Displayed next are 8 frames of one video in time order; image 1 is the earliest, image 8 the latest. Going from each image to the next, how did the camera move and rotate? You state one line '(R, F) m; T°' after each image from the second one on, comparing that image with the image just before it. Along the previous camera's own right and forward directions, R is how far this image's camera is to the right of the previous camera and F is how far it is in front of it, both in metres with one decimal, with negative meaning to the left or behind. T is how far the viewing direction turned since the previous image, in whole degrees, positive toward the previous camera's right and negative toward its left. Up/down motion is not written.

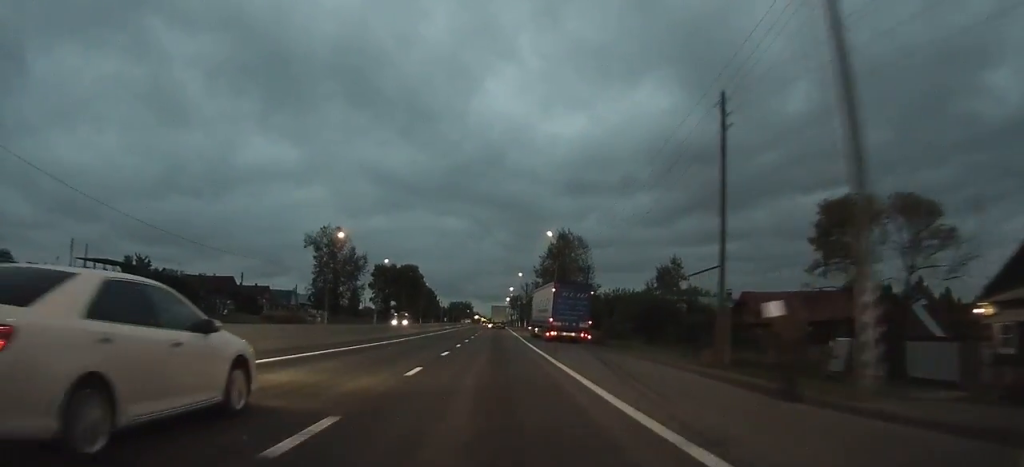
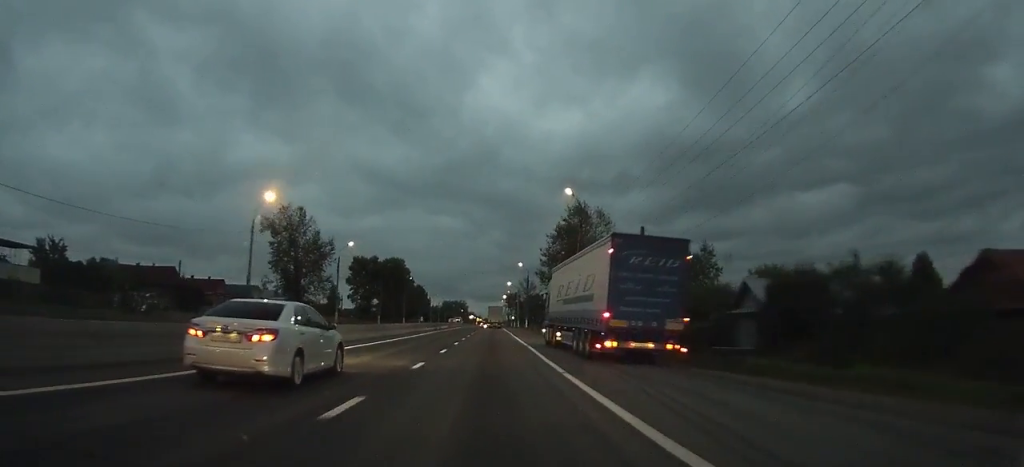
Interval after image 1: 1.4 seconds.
(0.0, +21.8) m; 0°
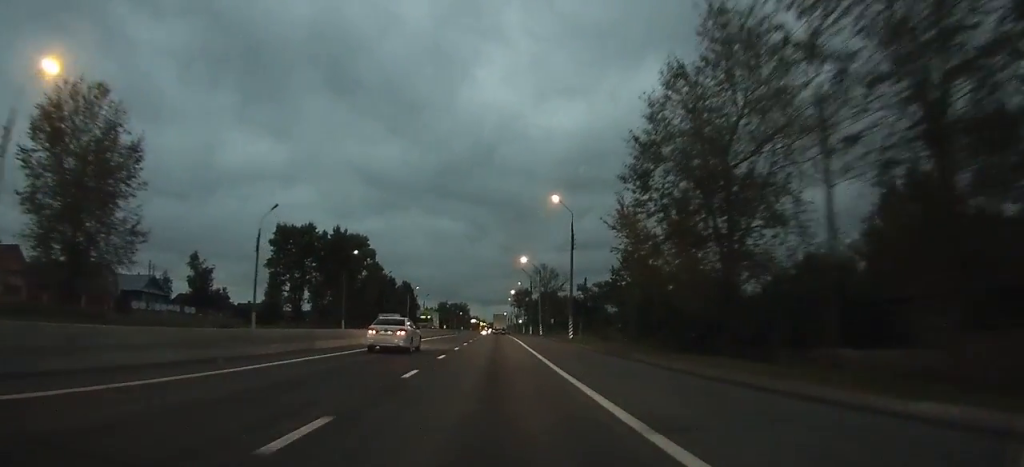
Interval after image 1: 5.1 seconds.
(+0.1, +57.4) m; 0°
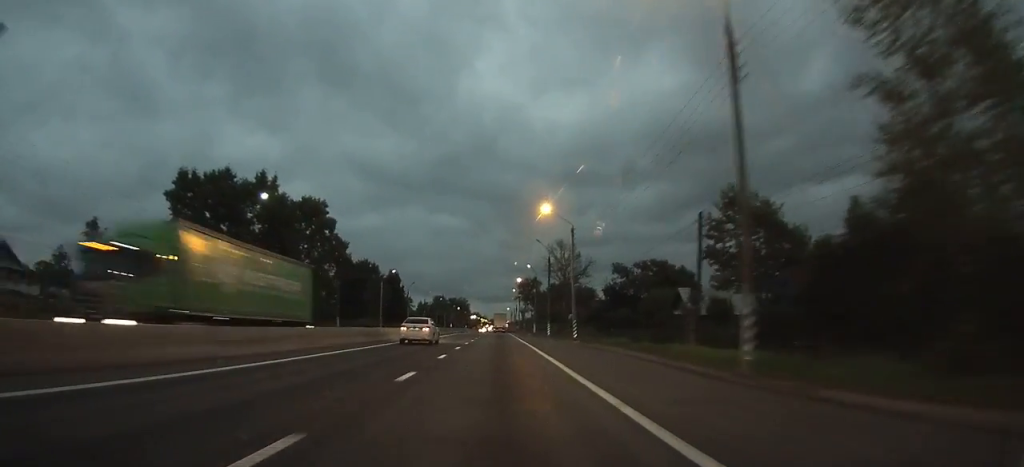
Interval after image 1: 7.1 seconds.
(-0.1, +33.1) m; 0°
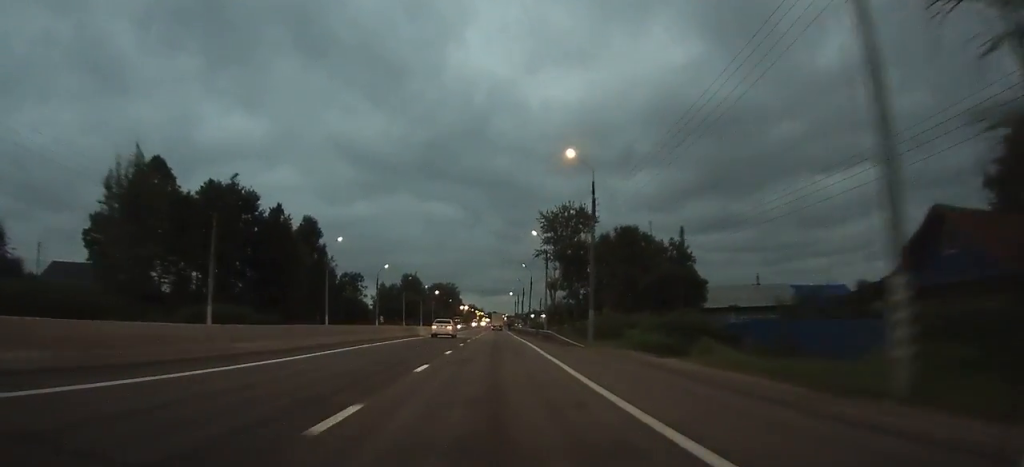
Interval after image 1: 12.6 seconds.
(+0.1, +91.8) m; 0°
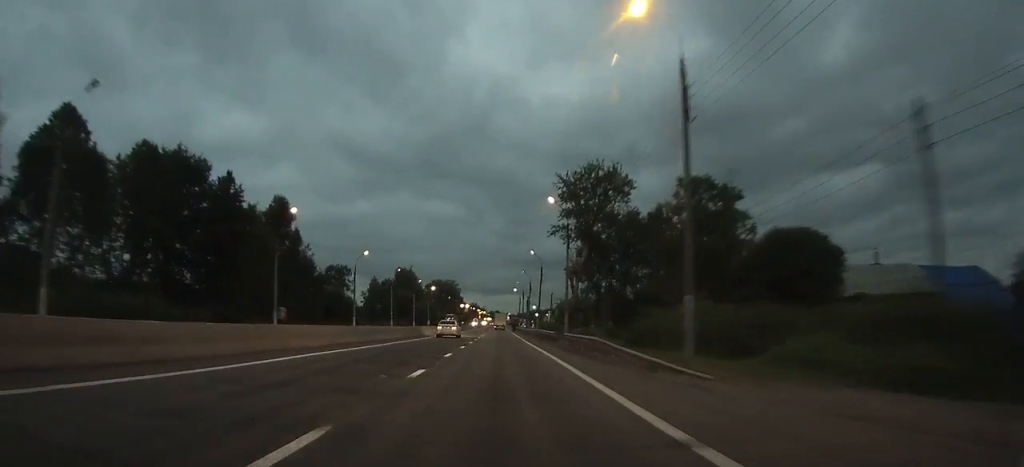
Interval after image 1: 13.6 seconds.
(0.0, +17.6) m; 0°
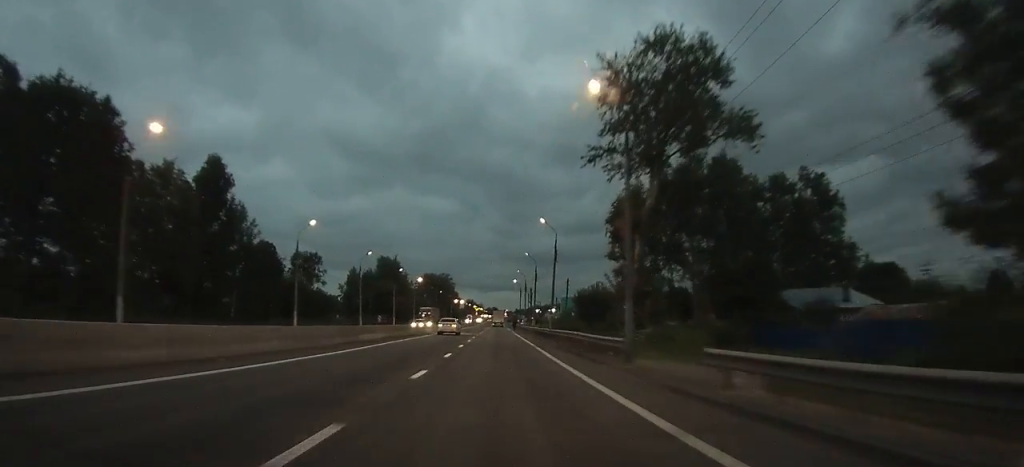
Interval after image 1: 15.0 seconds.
(0.0, +23.6) m; 0°
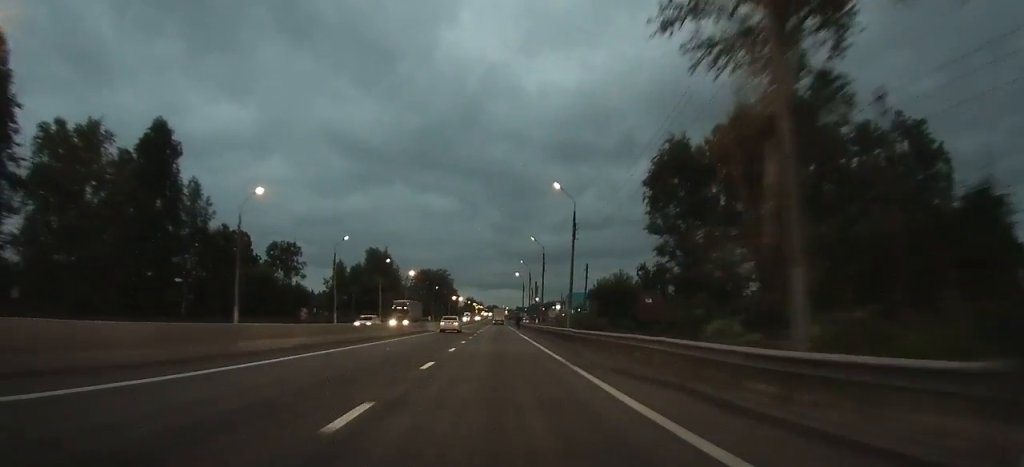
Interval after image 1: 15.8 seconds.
(0.0, +14.3) m; 0°
